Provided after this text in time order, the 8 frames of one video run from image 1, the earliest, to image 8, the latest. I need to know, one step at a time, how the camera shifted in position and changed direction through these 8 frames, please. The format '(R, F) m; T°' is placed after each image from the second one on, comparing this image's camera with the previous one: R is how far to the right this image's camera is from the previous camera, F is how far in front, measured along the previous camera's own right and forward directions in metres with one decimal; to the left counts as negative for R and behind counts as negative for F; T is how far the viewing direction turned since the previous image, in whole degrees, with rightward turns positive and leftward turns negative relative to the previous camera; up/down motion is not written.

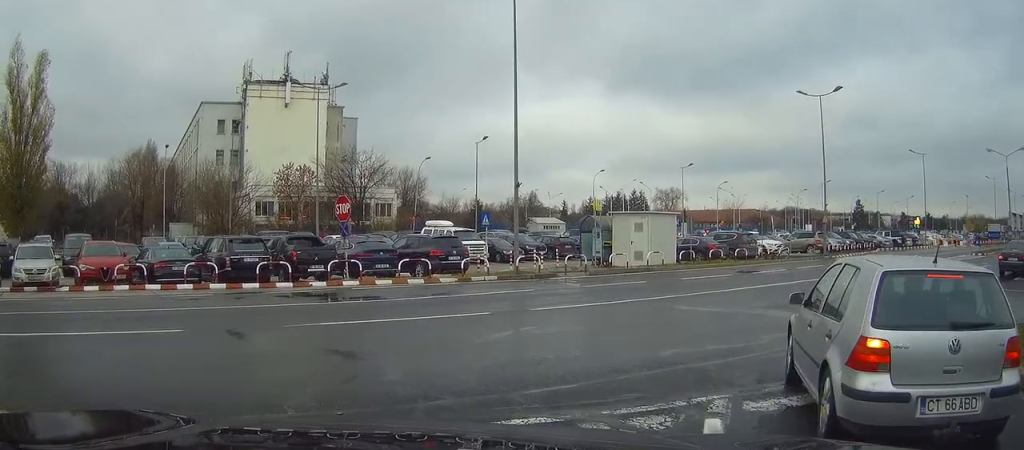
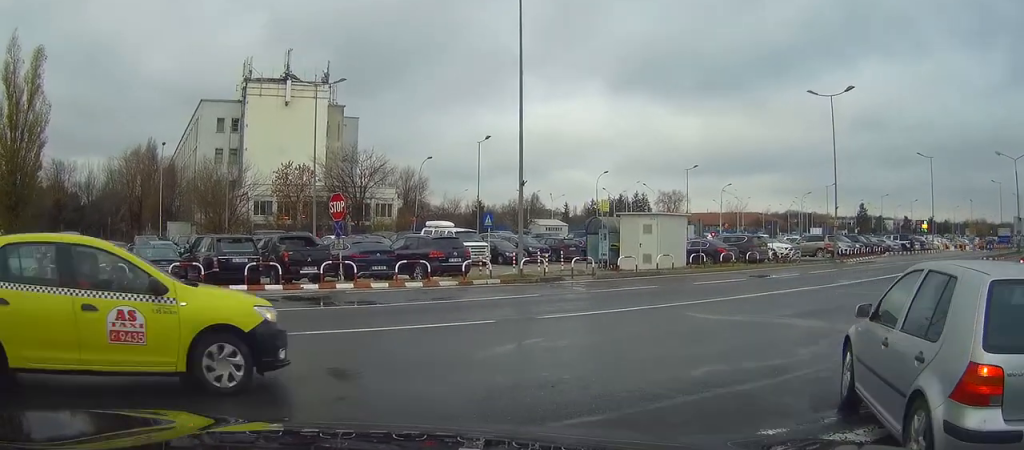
(0.0, +1.2) m; +2°
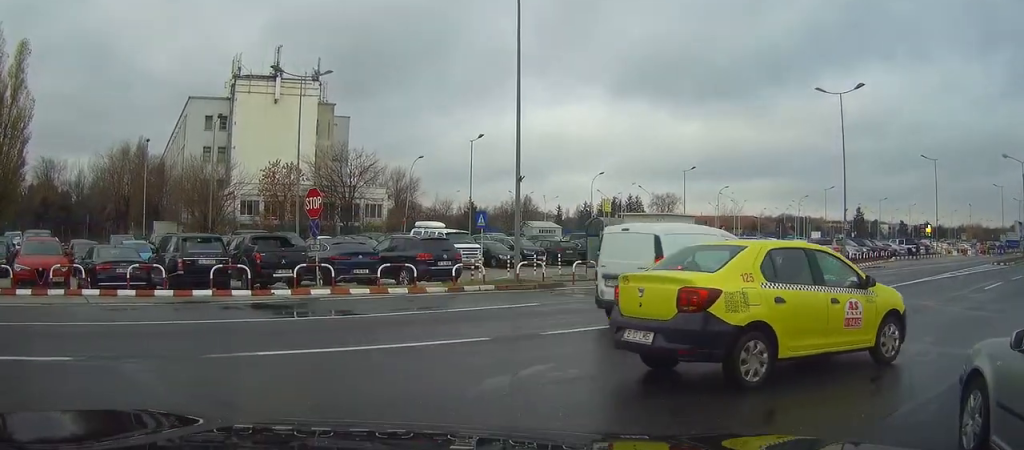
(+0.1, +2.1) m; 0°
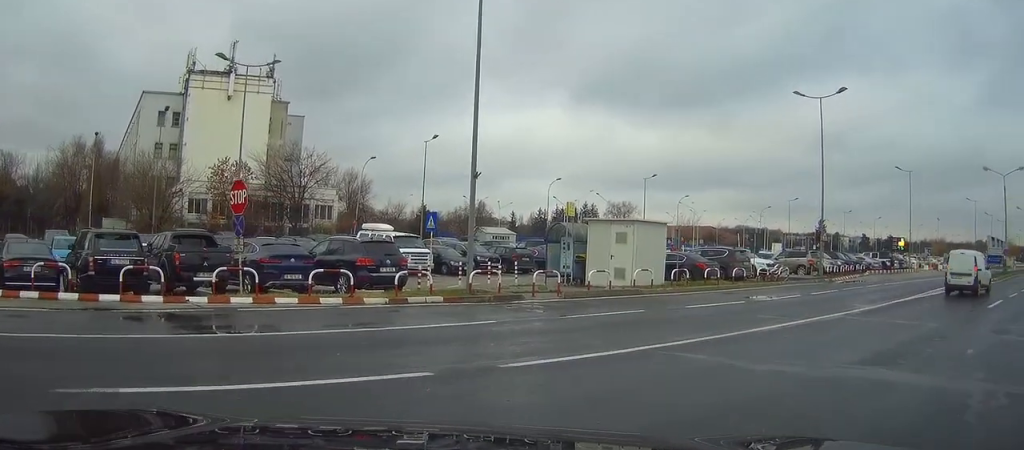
(-0.2, +2.1) m; +1°
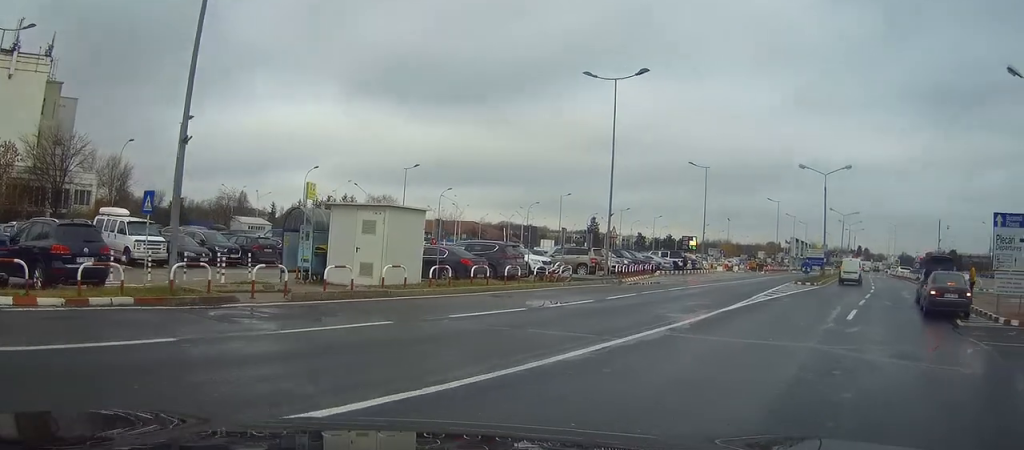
(+0.5, +3.3) m; +29°
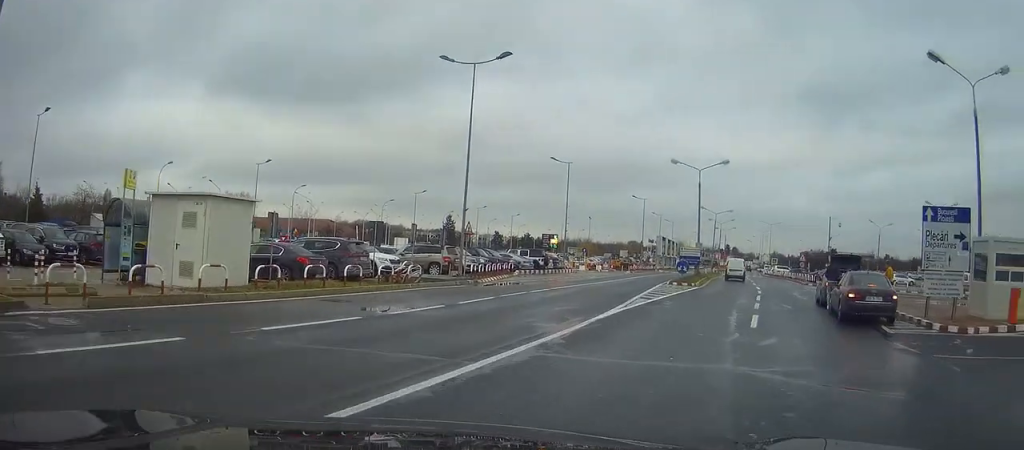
(+0.4, +2.8) m; +10°
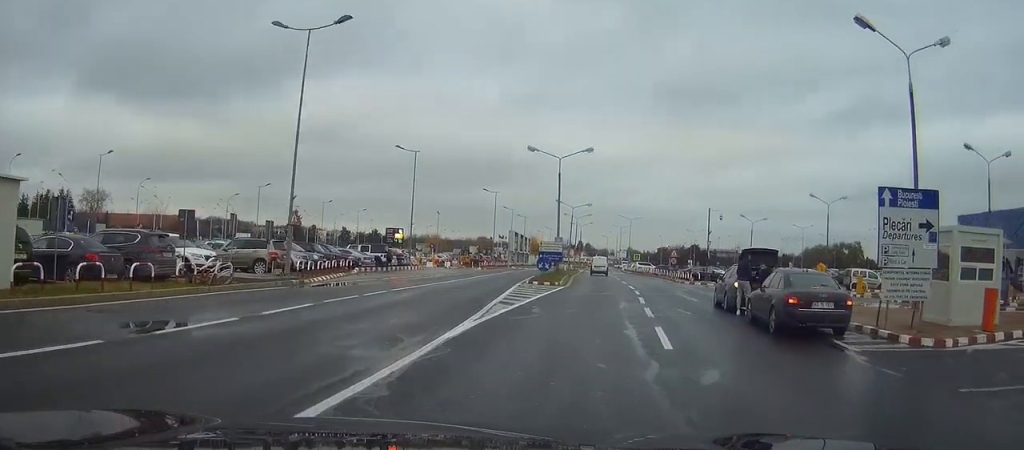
(+0.5, +4.6) m; +9°
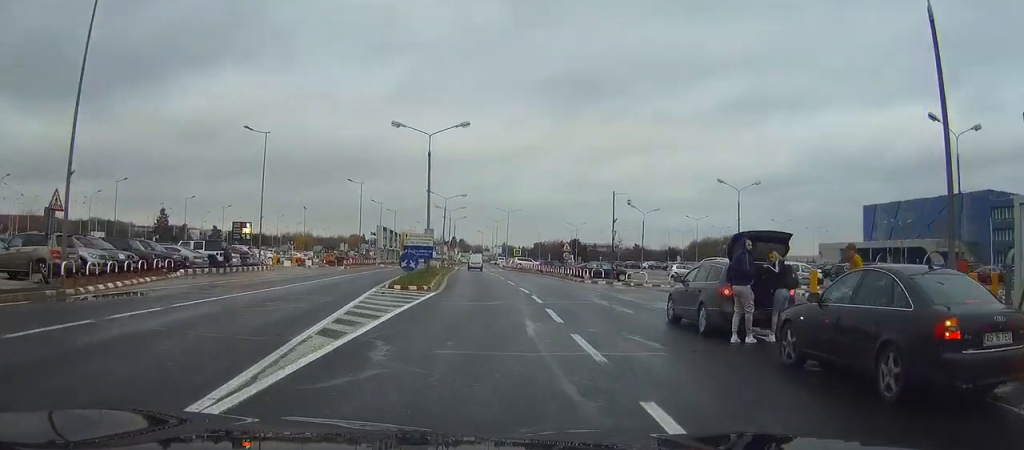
(+0.6, +8.6) m; +6°
